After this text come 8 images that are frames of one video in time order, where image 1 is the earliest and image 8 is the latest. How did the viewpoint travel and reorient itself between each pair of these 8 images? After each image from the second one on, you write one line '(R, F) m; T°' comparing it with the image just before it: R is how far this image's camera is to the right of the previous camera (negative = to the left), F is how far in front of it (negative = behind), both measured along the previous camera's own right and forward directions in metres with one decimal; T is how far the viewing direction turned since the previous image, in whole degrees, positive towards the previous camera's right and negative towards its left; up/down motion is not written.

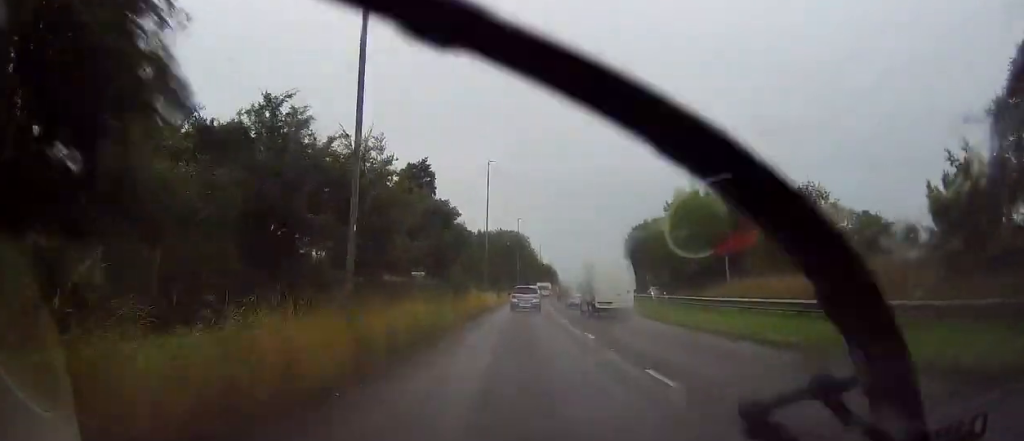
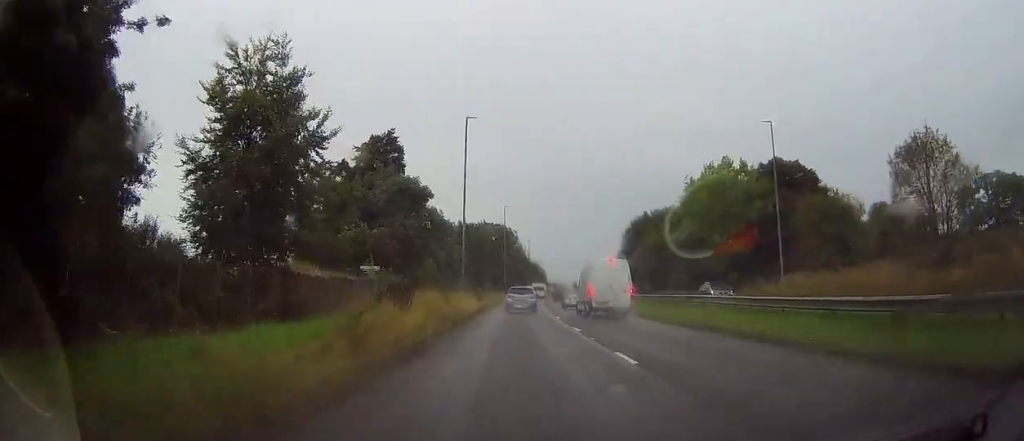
(+0.3, +15.7) m; +2°
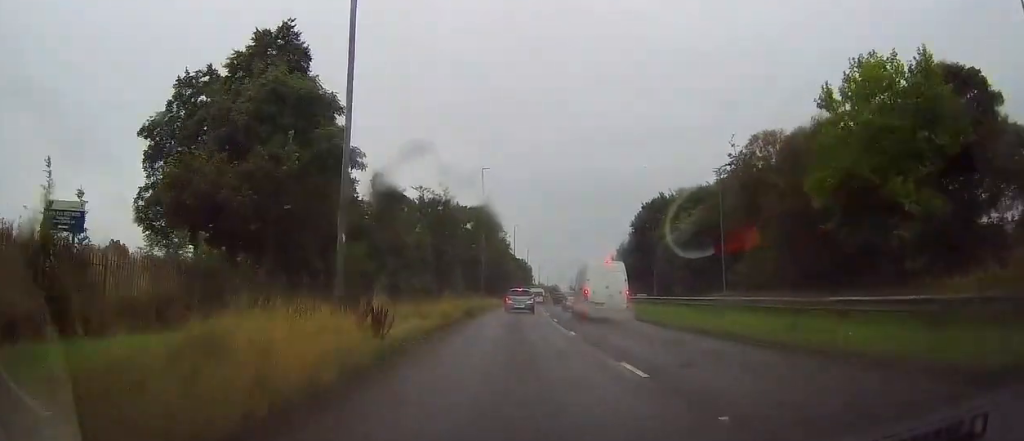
(+0.5, +29.8) m; +2°
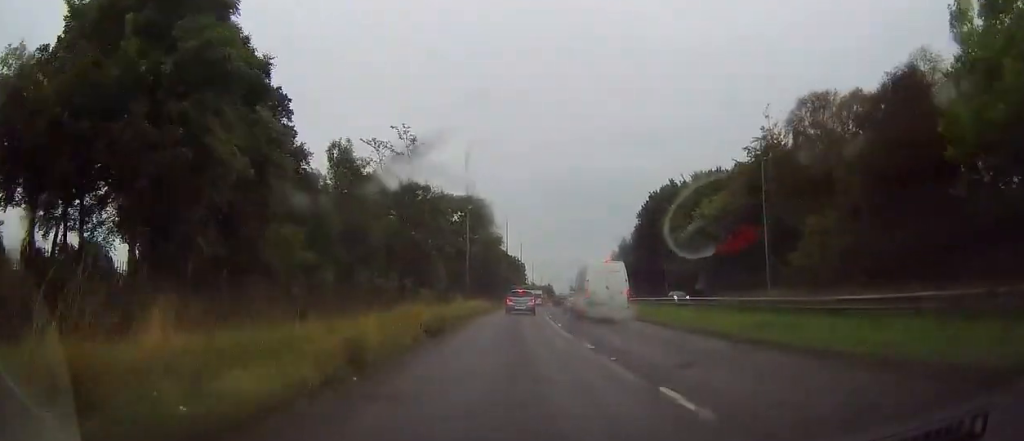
(0.0, +12.5) m; +1°
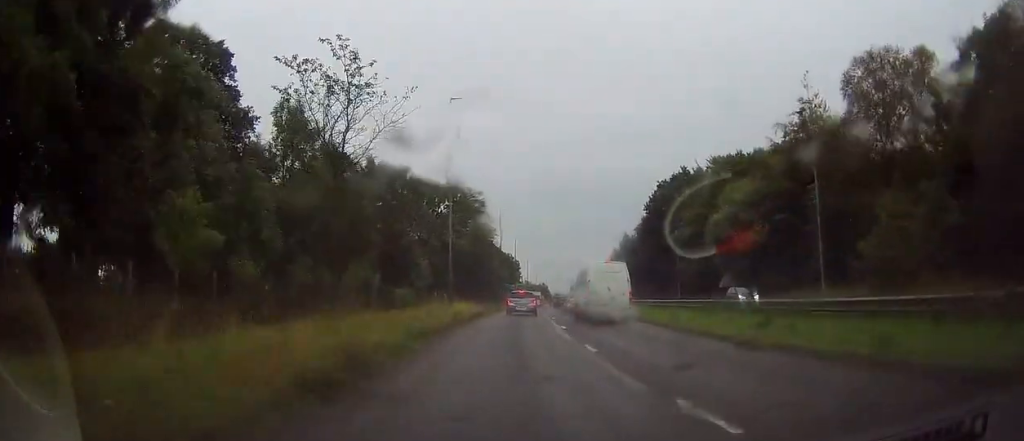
(+0.2, +9.9) m; +1°
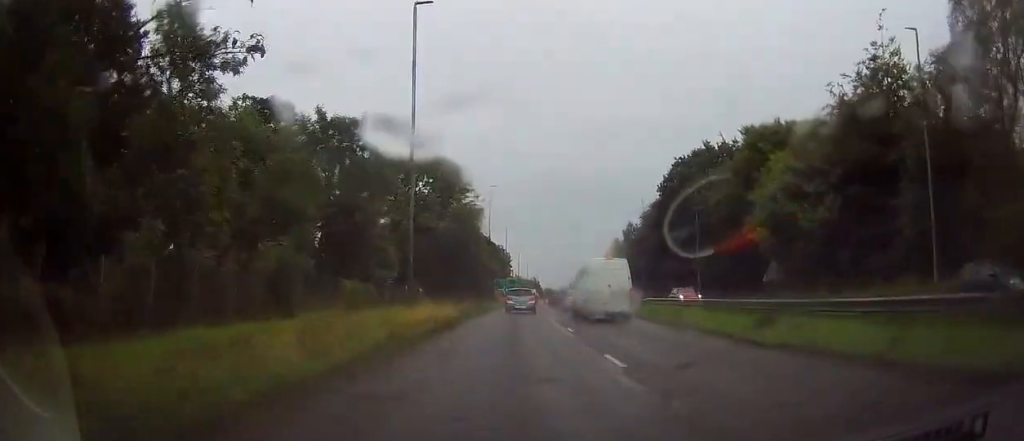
(+0.1, +13.0) m; +1°
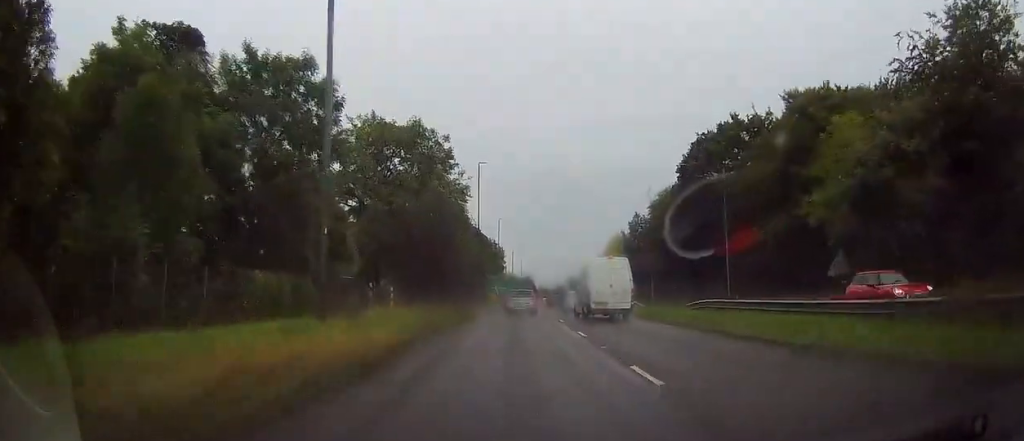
(0.0, +11.7) m; 0°
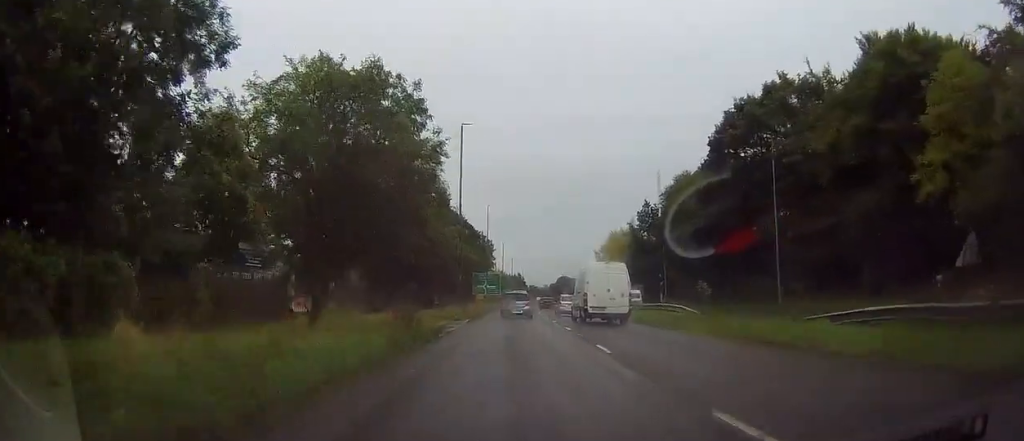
(+0.2, +13.8) m; 0°
